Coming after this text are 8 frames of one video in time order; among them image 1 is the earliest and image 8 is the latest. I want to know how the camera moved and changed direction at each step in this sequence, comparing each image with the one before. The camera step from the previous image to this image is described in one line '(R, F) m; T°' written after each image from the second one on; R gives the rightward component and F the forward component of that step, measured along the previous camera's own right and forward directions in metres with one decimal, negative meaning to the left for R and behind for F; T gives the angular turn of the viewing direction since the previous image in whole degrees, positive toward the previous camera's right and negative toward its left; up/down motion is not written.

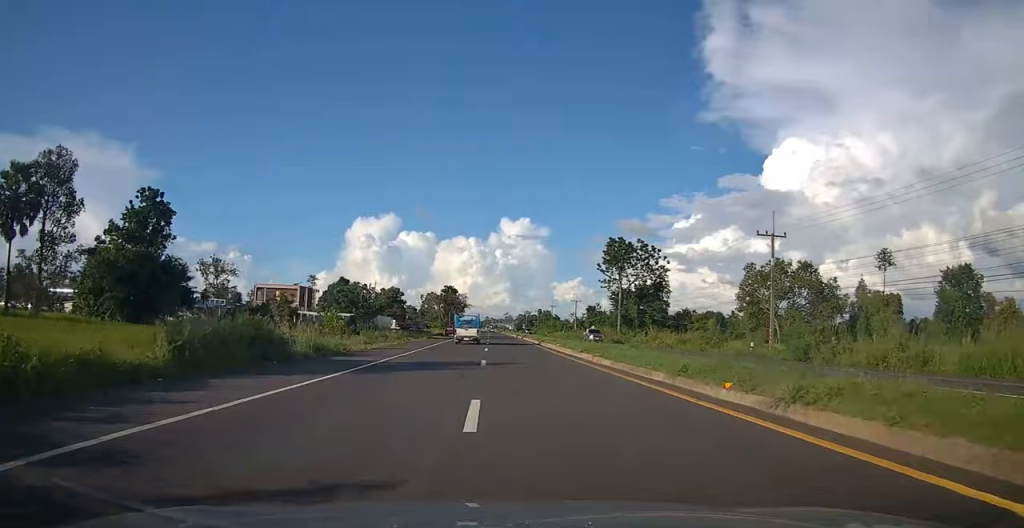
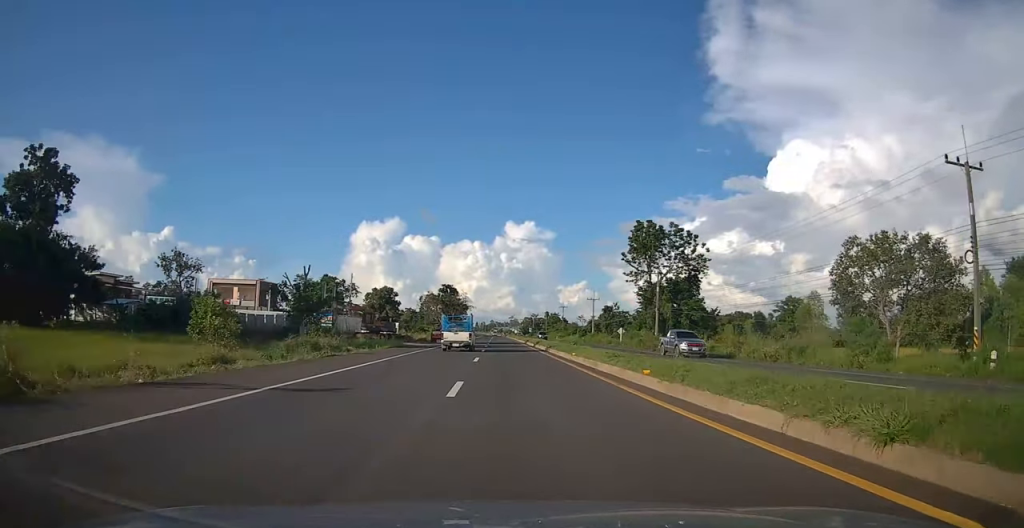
(+0.8, +20.6) m; 0°
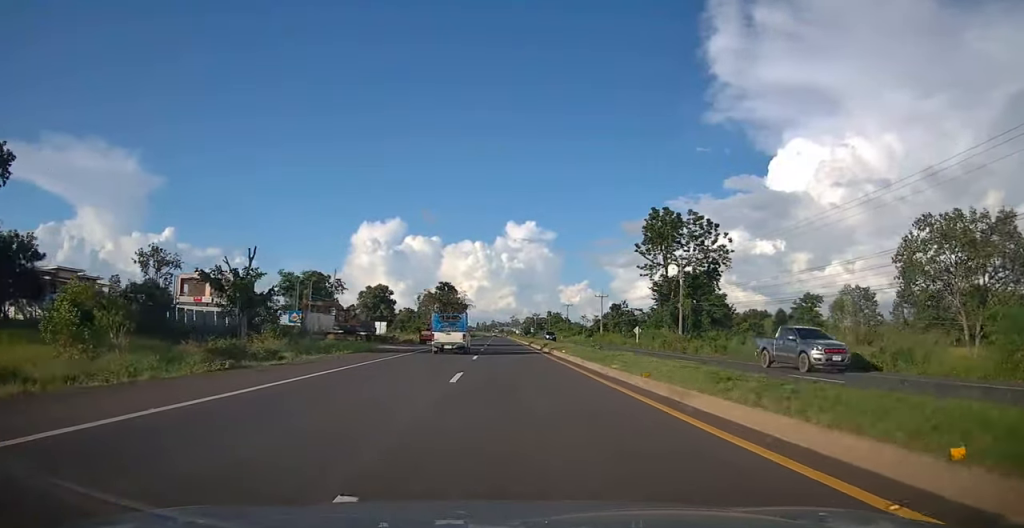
(-0.3, +9.5) m; -1°
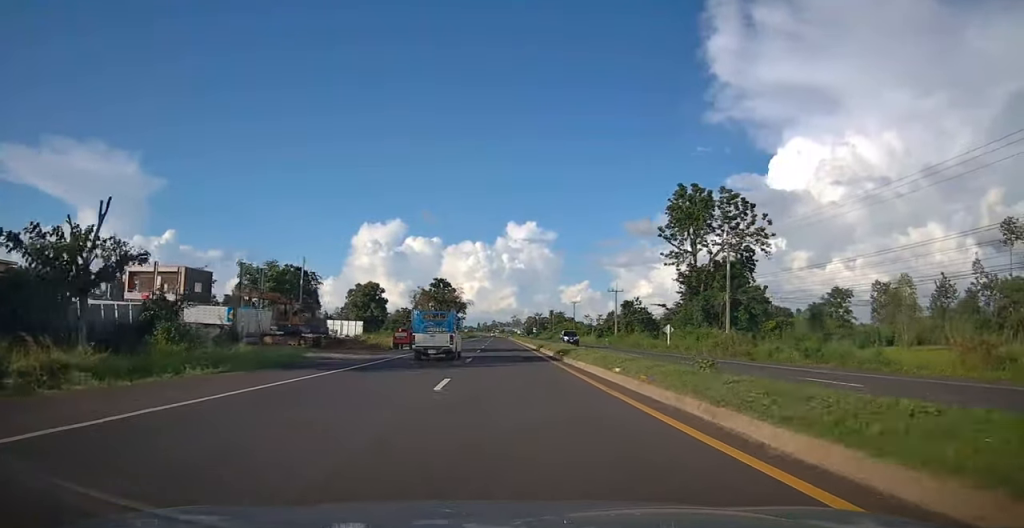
(-0.3, +13.4) m; -1°
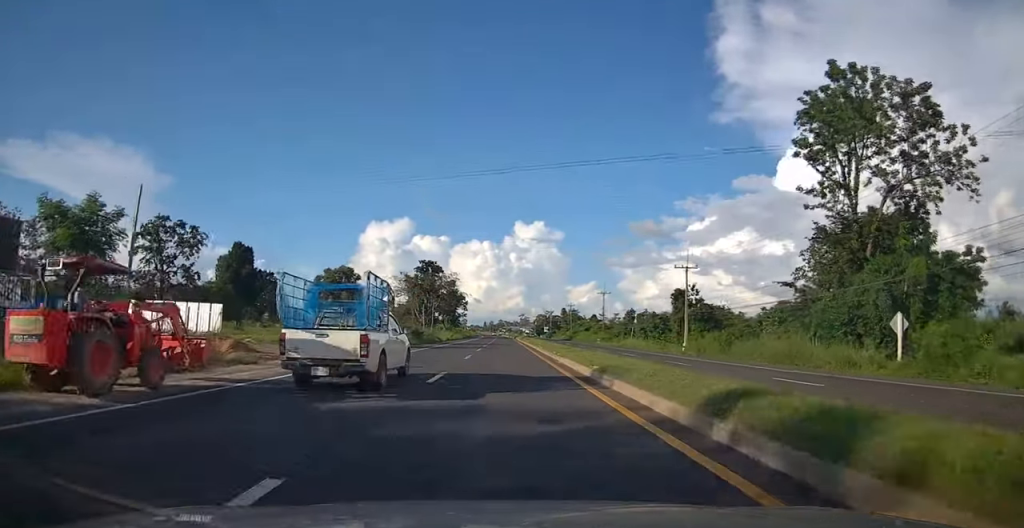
(-1.0, +34.6) m; -2°
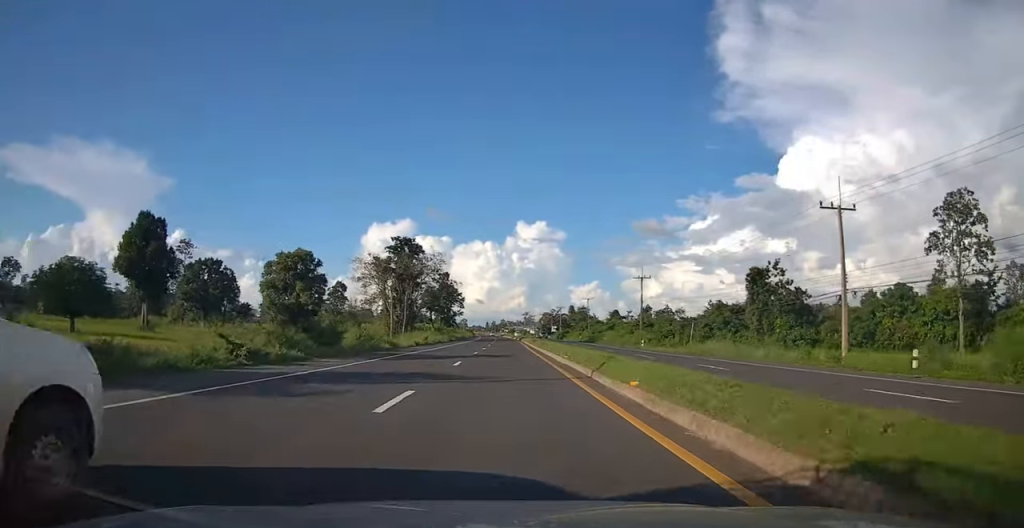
(+0.1, +29.2) m; +2°
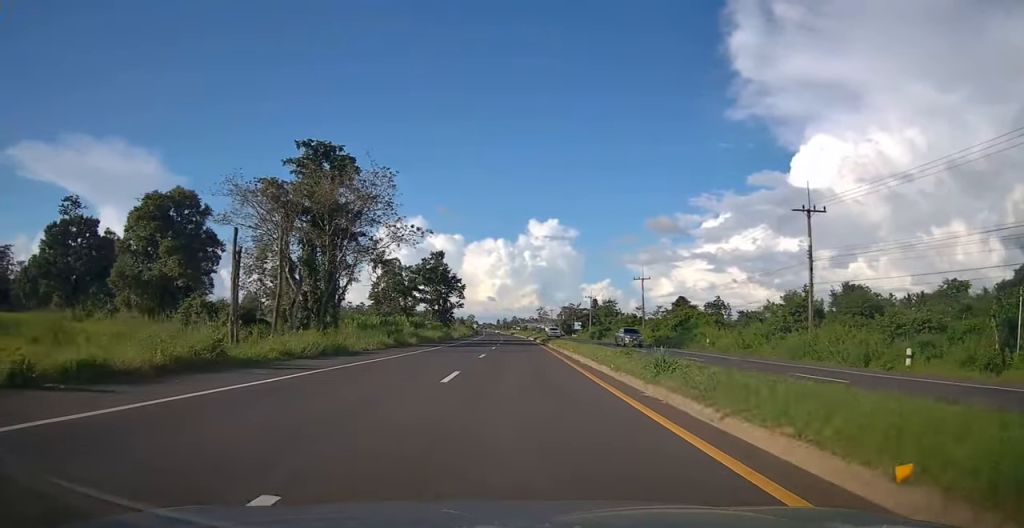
(-0.5, +43.7) m; -2°
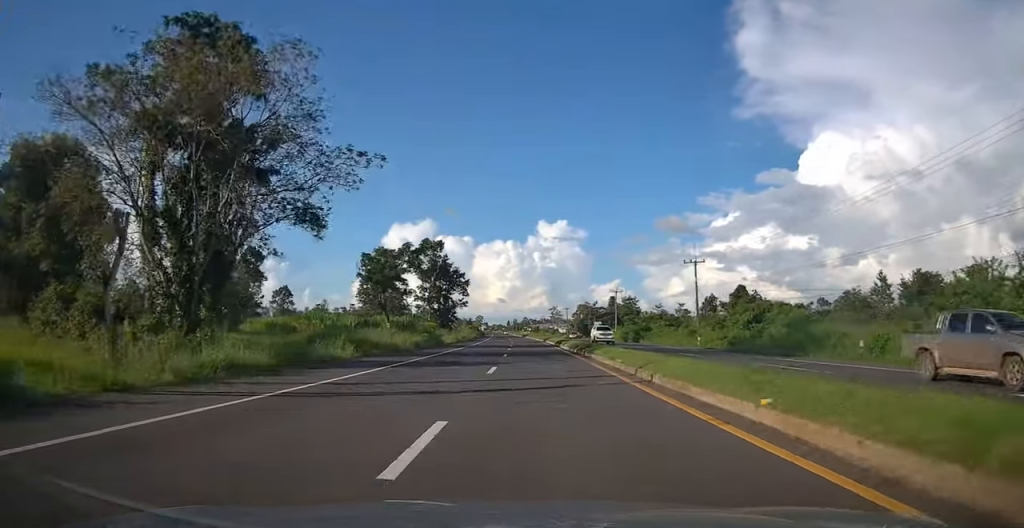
(-0.1, +20.9) m; 0°
